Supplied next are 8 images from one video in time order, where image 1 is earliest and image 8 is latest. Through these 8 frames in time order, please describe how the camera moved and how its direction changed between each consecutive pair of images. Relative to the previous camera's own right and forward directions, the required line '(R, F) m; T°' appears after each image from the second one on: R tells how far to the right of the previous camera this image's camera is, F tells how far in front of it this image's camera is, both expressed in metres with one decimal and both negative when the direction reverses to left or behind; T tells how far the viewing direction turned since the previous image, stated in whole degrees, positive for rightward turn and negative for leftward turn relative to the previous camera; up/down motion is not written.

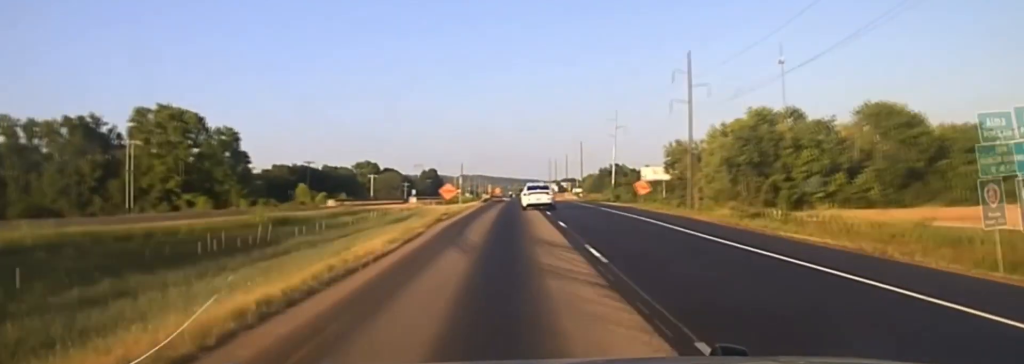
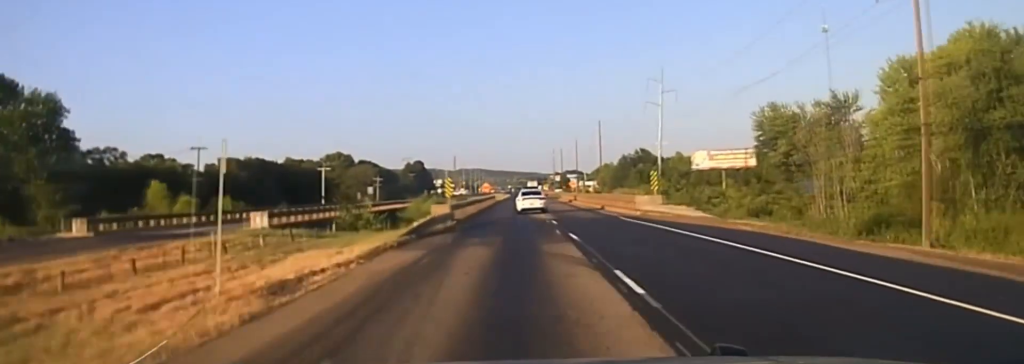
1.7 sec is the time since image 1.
(+0.2, +66.2) m; +1°
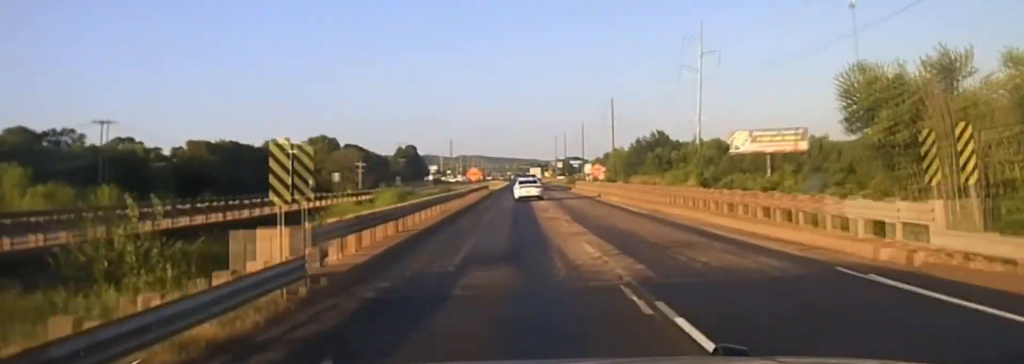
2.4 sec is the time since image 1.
(0.0, +29.0) m; 0°
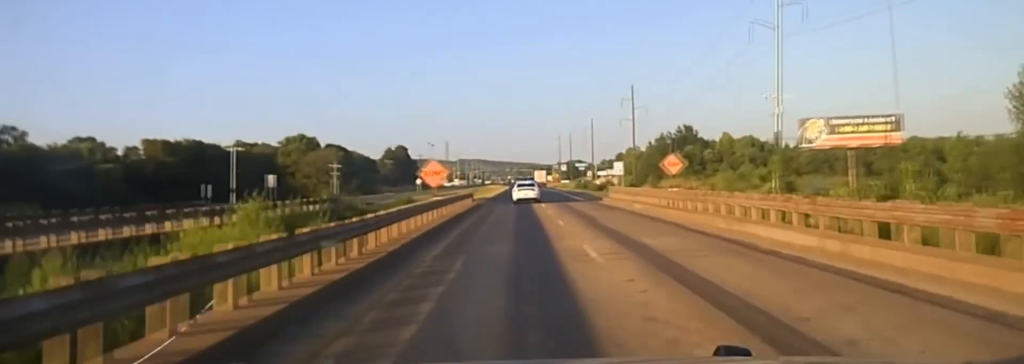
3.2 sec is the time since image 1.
(0.0, +33.1) m; -1°
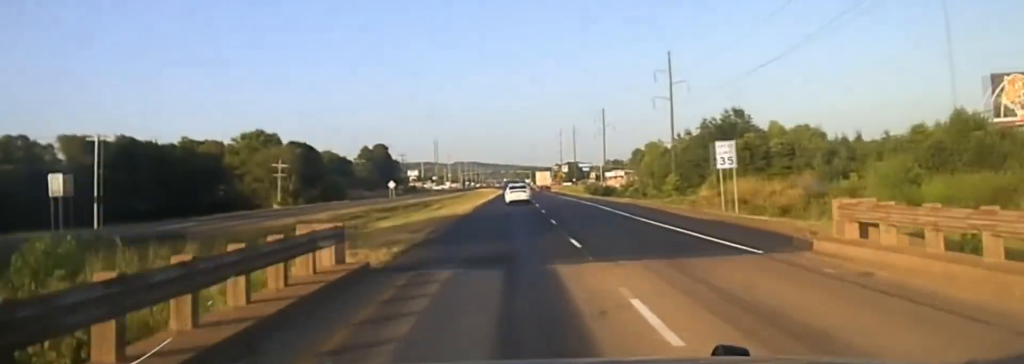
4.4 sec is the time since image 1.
(-0.4, +45.2) m; 0°
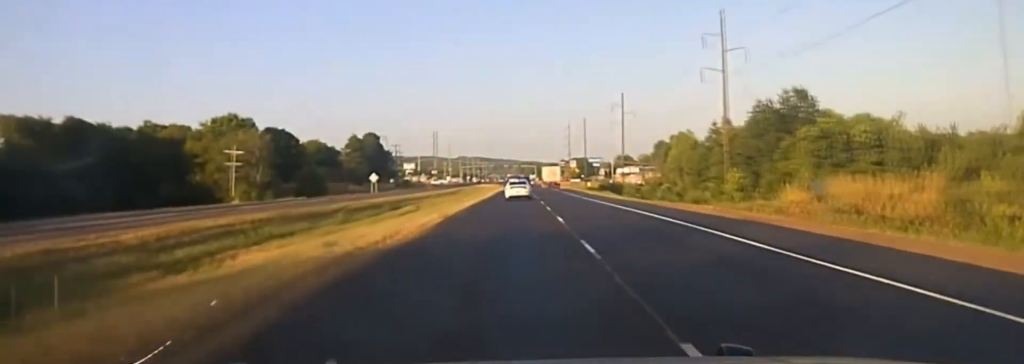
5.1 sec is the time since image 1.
(+0.2, +28.1) m; +1°
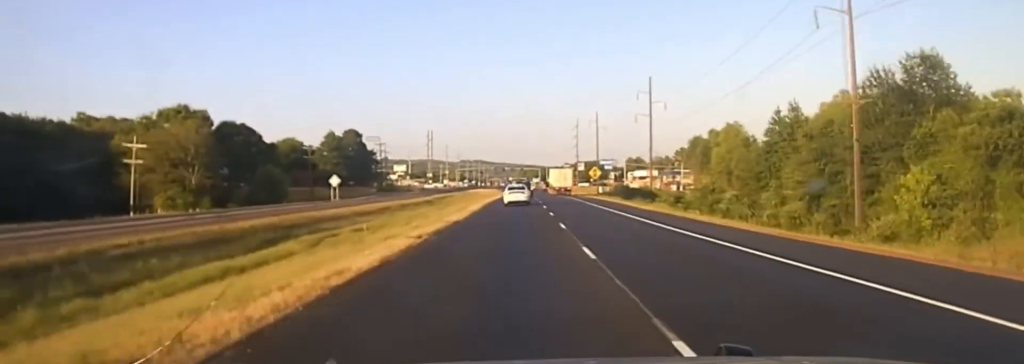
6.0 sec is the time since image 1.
(+0.3, +36.3) m; 0°
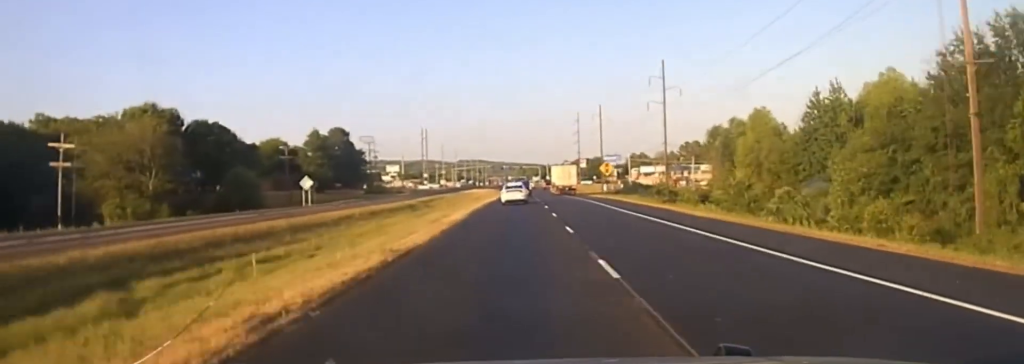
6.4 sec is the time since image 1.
(+0.1, +16.2) m; 0°
